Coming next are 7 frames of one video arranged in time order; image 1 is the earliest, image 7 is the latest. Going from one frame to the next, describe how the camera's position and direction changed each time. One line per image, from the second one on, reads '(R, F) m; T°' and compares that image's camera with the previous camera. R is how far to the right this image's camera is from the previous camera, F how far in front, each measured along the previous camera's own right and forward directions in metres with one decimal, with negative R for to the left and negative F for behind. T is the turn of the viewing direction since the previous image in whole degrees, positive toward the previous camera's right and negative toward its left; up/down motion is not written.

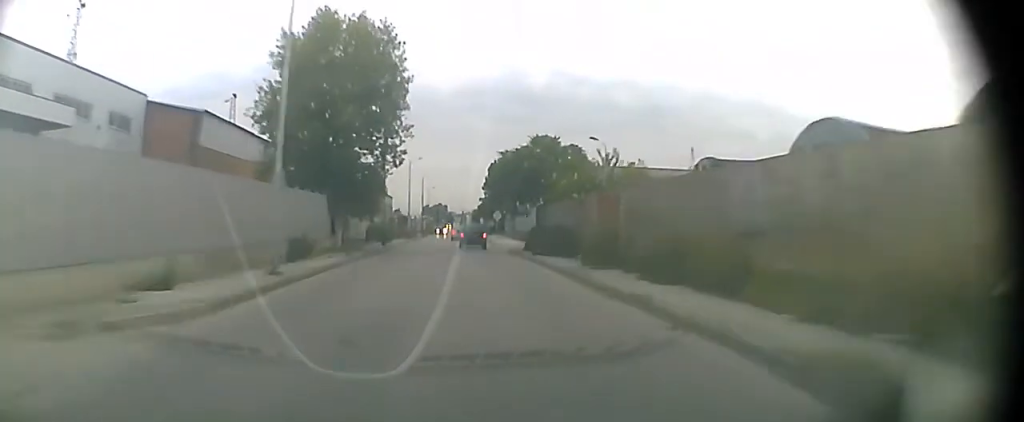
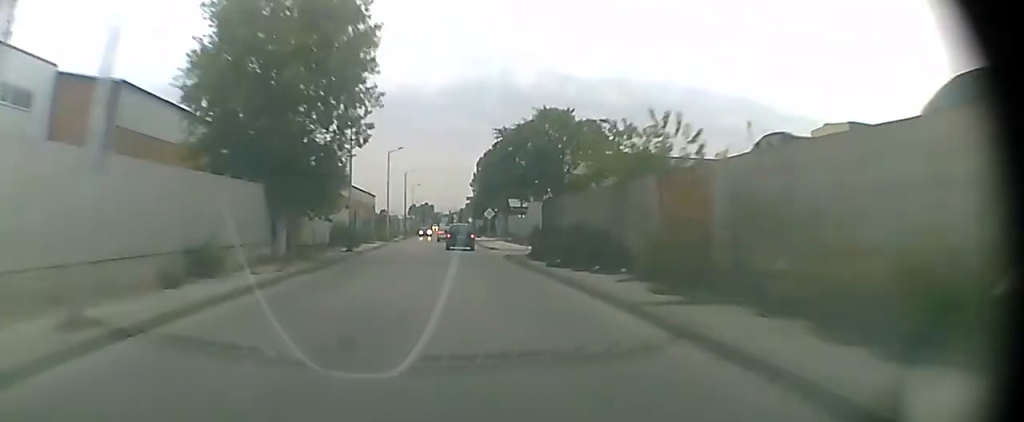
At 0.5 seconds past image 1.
(0.0, +8.5) m; +1°
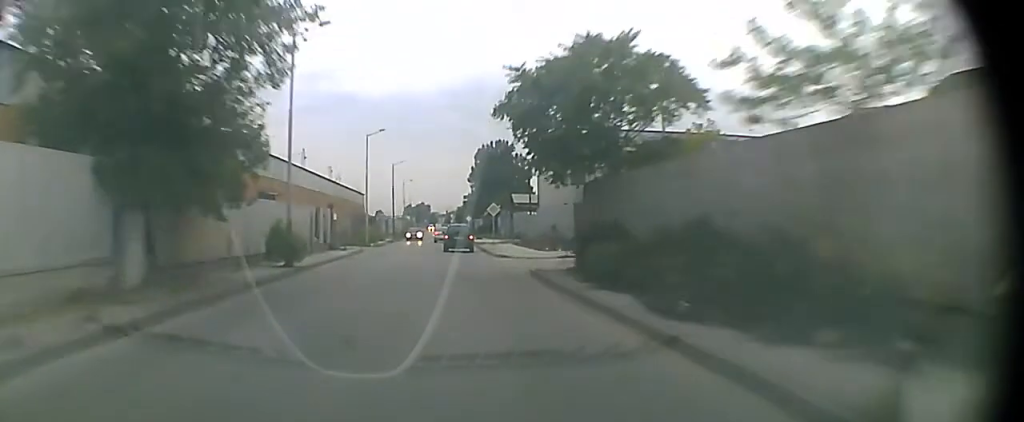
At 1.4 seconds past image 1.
(+0.1, +13.9) m; +1°
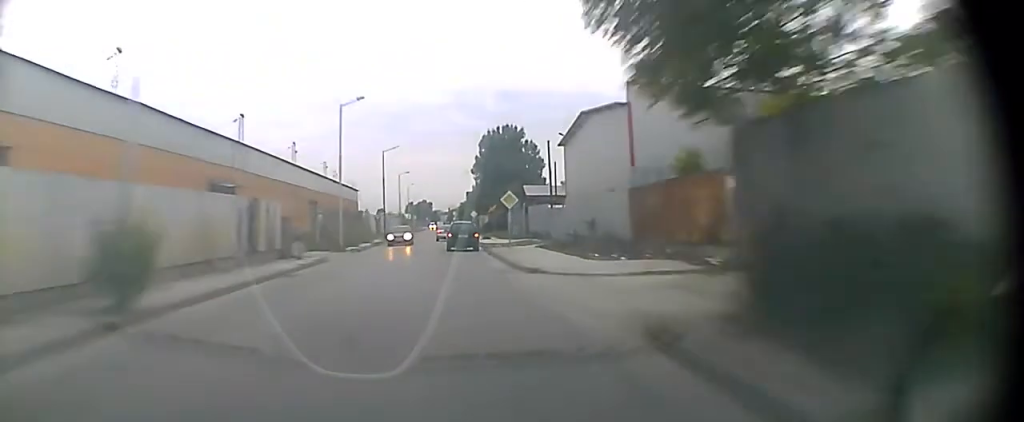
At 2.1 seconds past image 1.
(0.0, +11.7) m; 0°
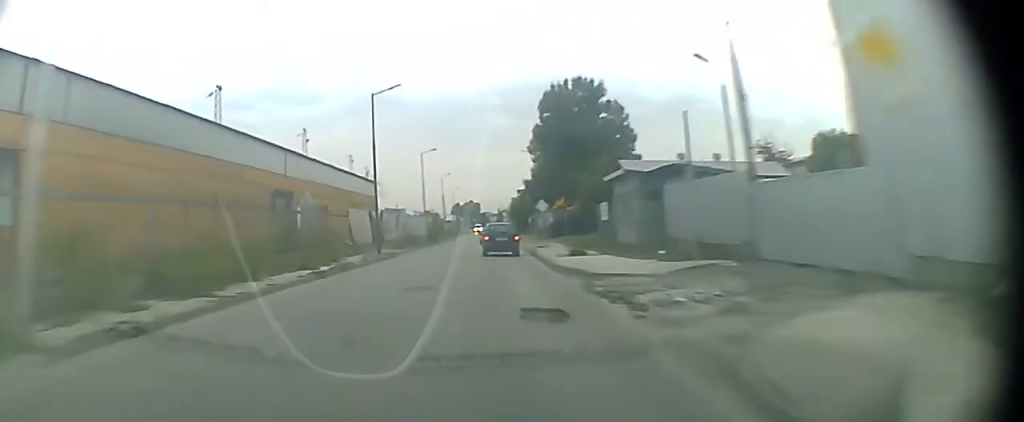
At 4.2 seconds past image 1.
(-0.2, +32.8) m; -1°
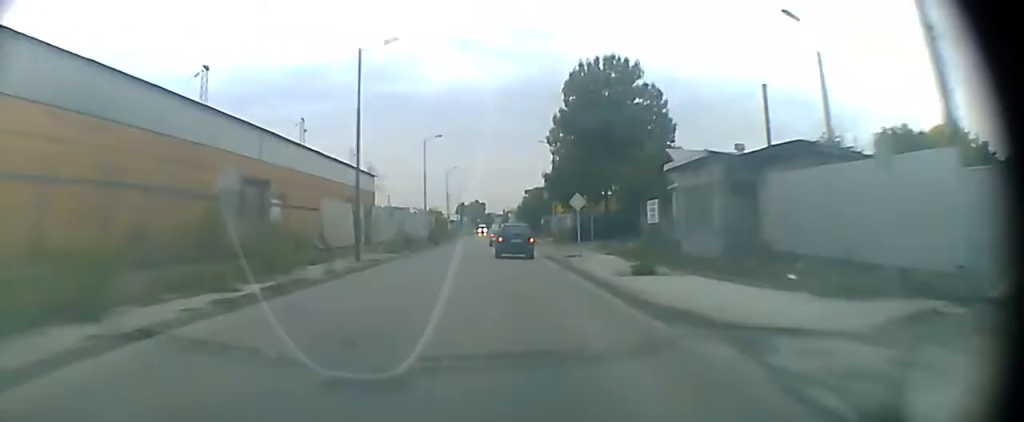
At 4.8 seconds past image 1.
(-0.1, +9.4) m; 0°
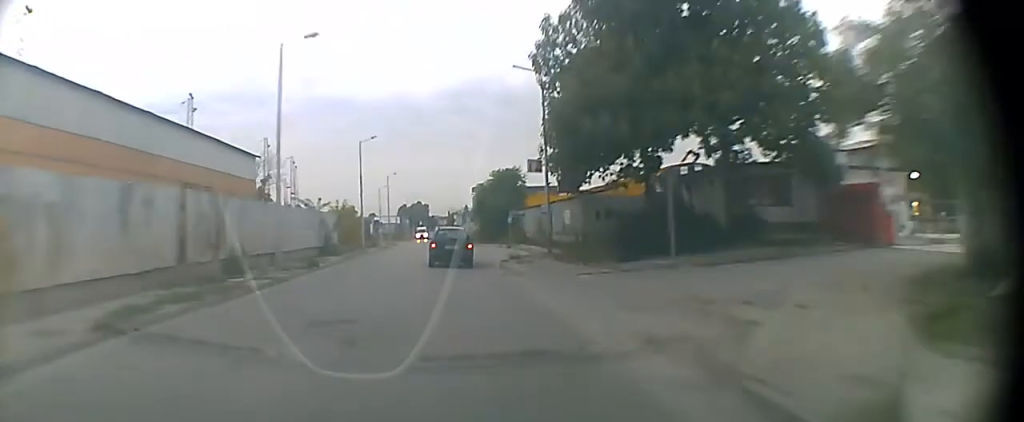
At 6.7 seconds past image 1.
(+0.2, +29.9) m; 0°
